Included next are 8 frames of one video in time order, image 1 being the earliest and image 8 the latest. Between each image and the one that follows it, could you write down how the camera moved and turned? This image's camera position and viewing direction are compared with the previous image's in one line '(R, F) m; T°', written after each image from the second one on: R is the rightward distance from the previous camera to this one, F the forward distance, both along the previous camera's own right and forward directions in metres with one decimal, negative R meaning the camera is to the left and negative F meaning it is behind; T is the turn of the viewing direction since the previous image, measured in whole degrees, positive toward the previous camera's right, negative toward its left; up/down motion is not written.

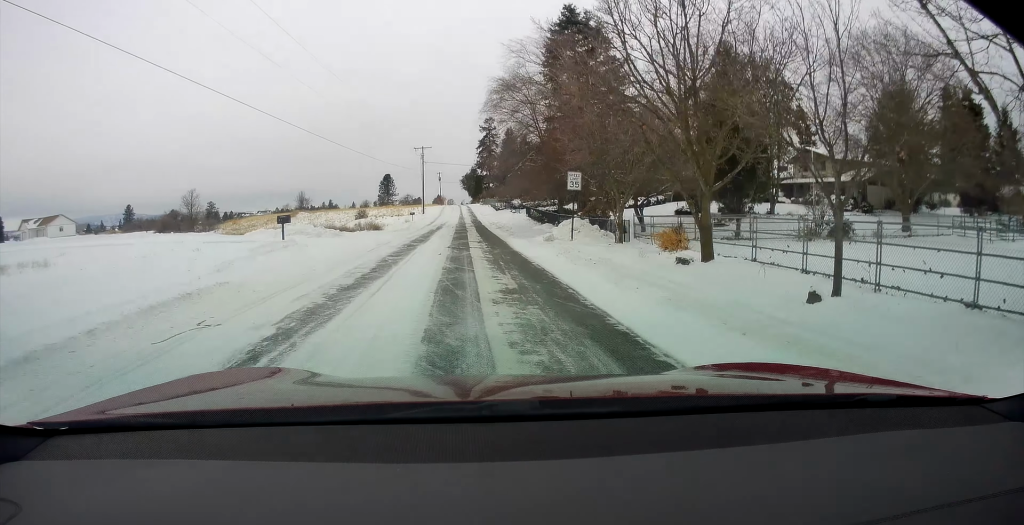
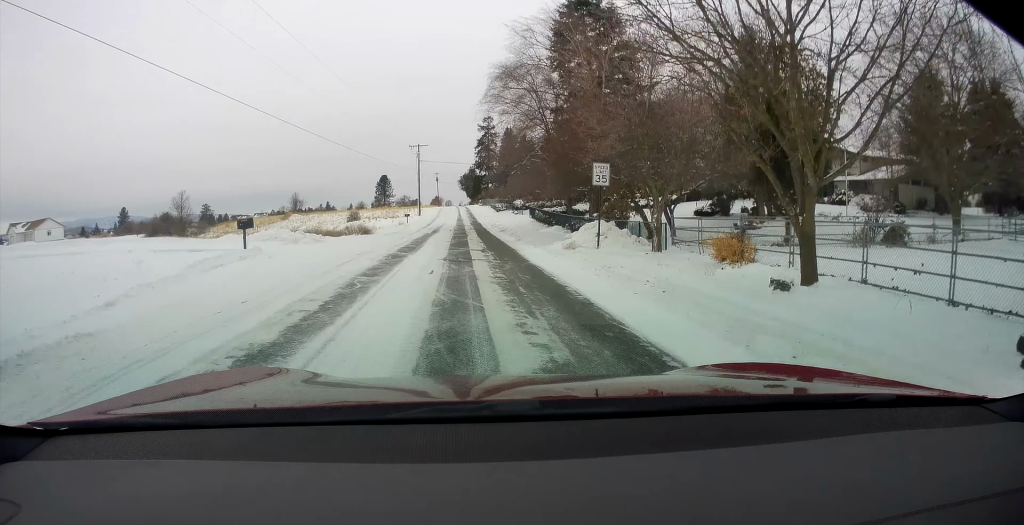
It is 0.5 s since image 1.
(0.0, +4.5) m; 0°
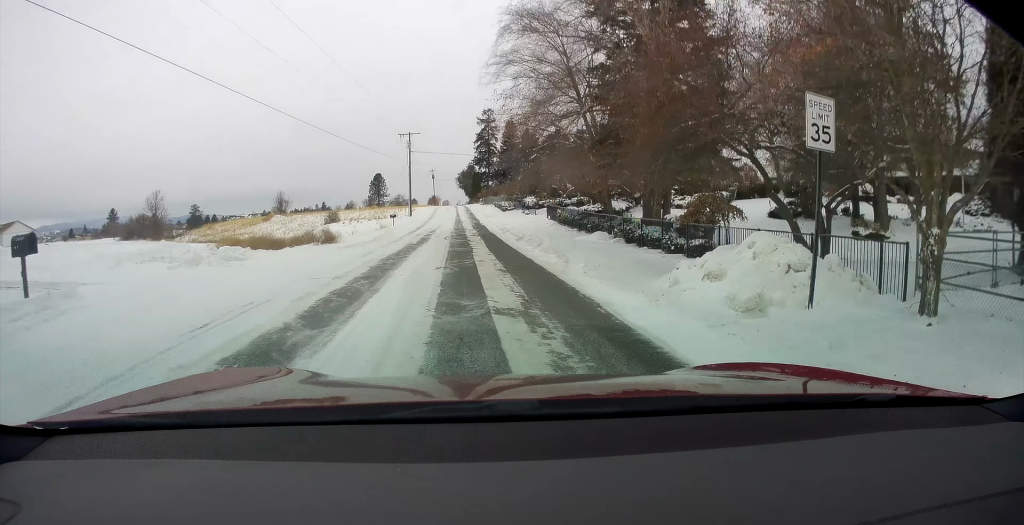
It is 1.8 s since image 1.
(-0.1, +12.4) m; -3°
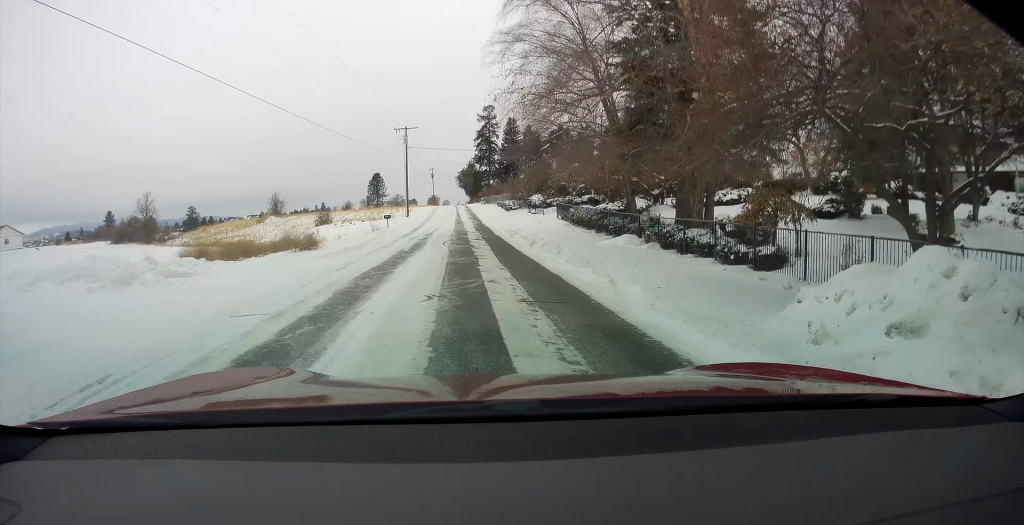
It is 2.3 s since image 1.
(-0.2, +4.6) m; 0°
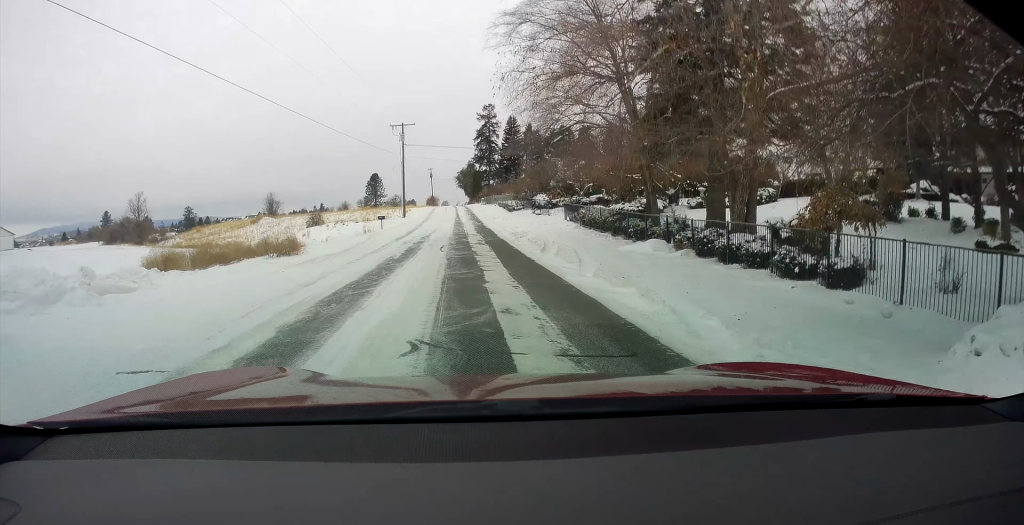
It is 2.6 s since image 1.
(-0.2, +3.5) m; 0°
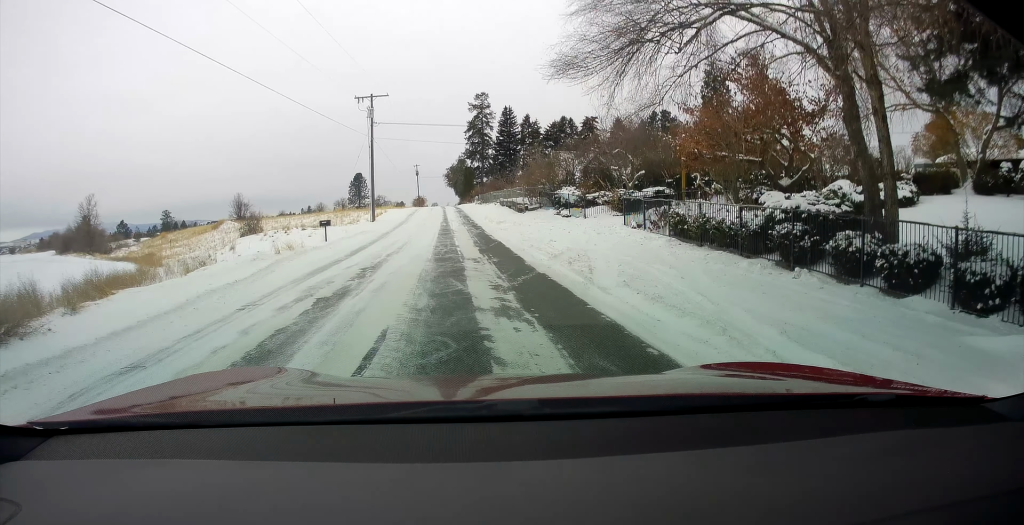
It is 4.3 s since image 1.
(+0.7, +15.8) m; +3°
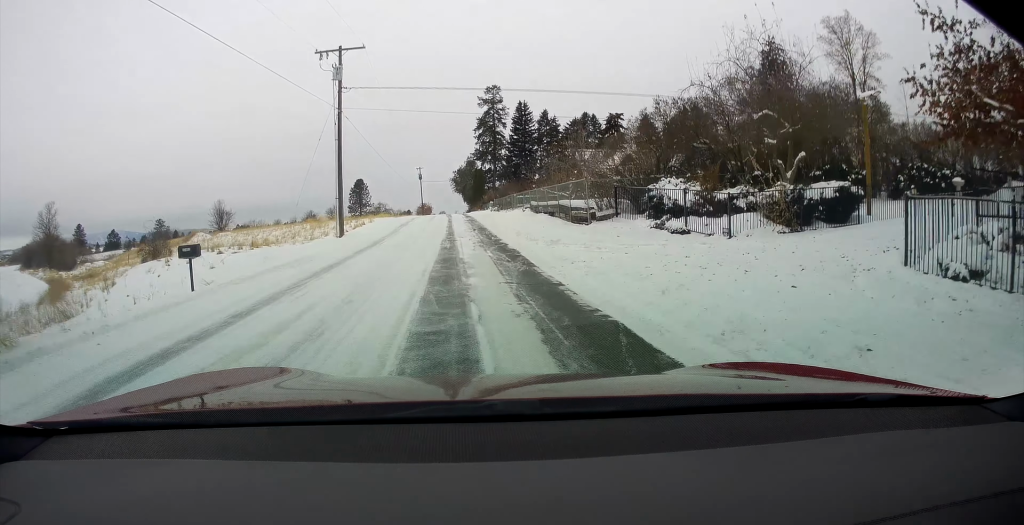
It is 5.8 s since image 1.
(0.0, +15.0) m; 0°
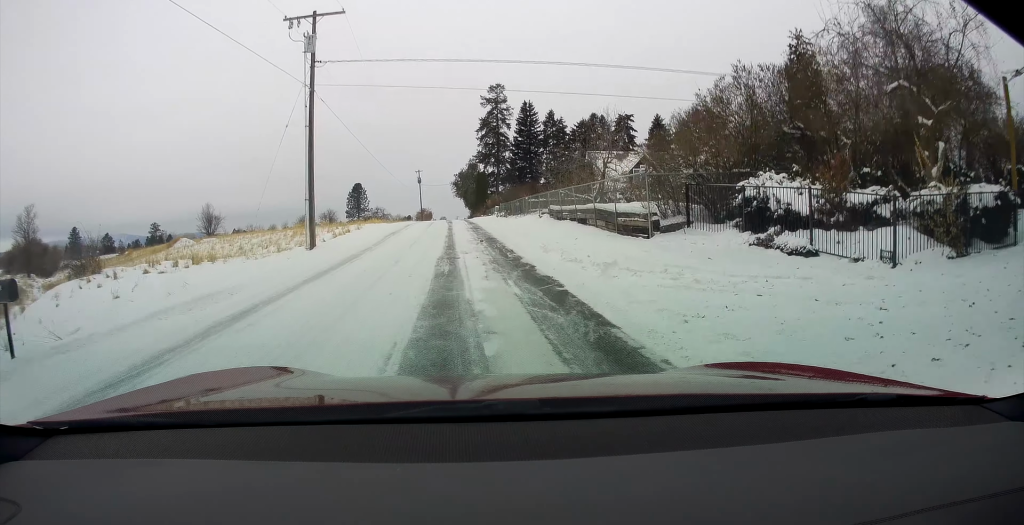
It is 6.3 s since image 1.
(0.0, +6.5) m; +2°
